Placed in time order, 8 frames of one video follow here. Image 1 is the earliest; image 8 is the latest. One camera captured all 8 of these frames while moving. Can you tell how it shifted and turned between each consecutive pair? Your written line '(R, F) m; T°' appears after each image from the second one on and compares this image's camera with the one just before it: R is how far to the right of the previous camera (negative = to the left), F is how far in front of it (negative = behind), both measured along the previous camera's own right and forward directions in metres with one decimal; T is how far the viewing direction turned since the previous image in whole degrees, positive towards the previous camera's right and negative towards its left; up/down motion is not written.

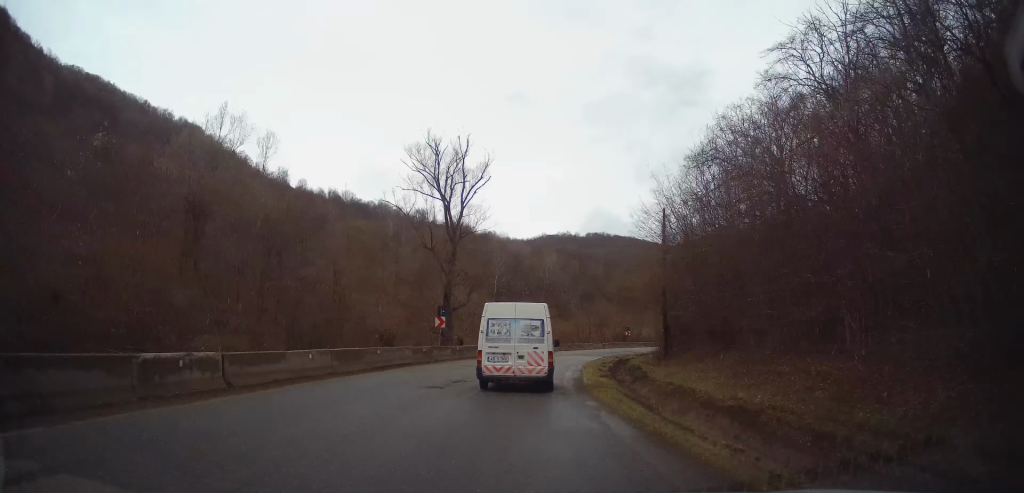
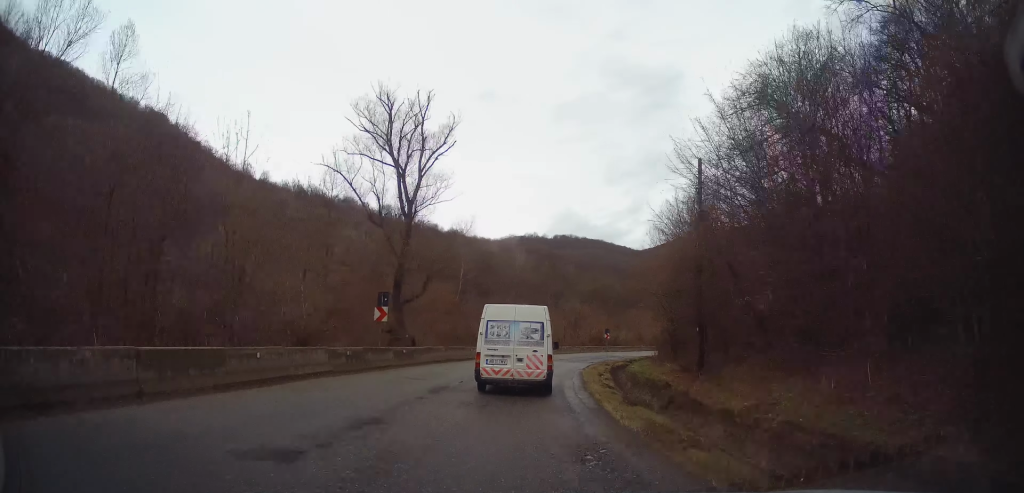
(0.0, +8.8) m; +2°
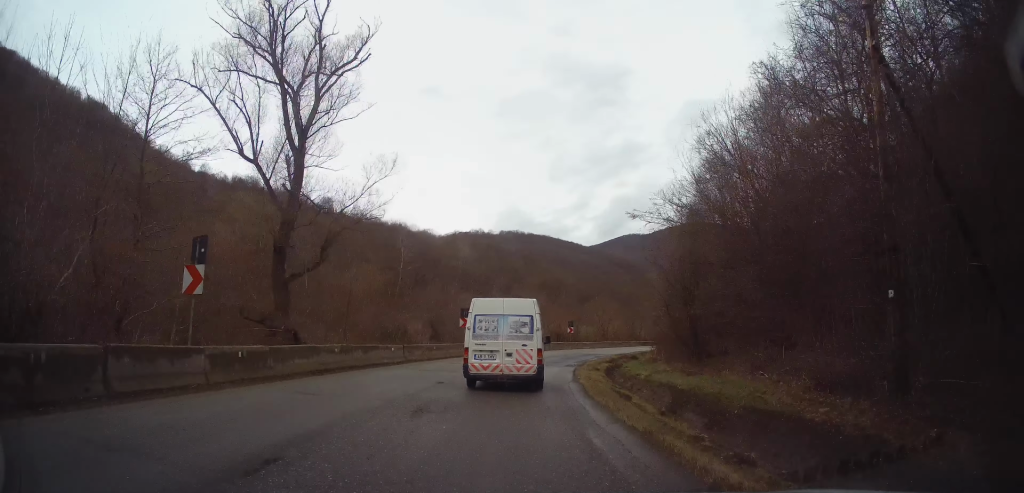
(+0.5, +12.1) m; +3°
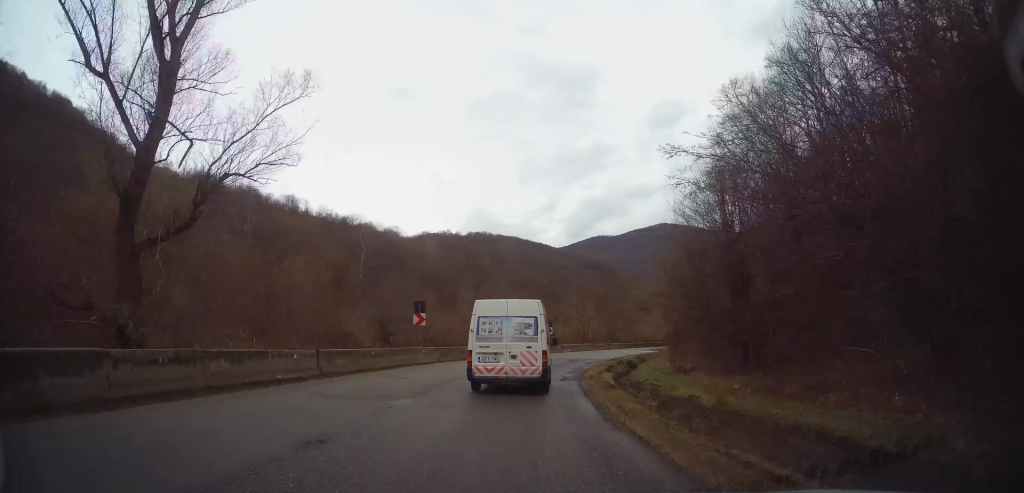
(+0.1, +8.6) m; +5°
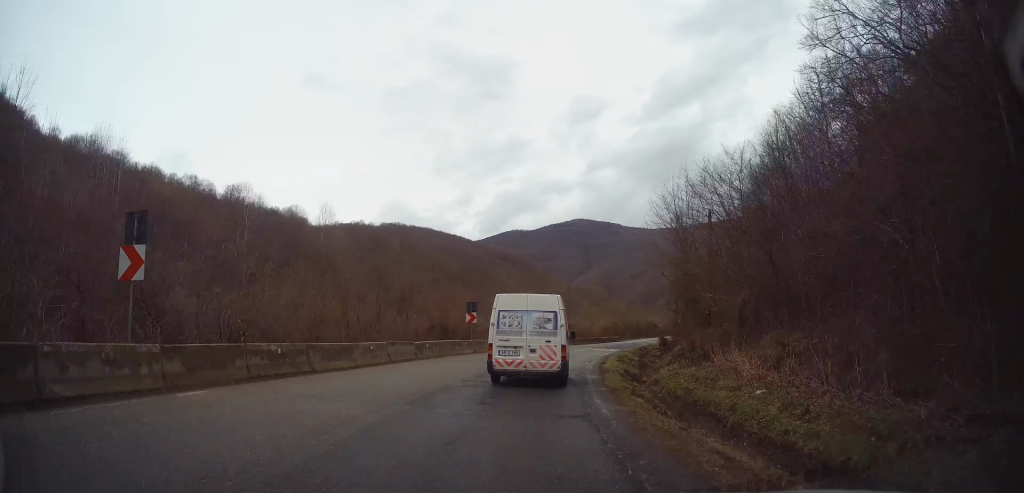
(+1.9, +18.6) m; +11°
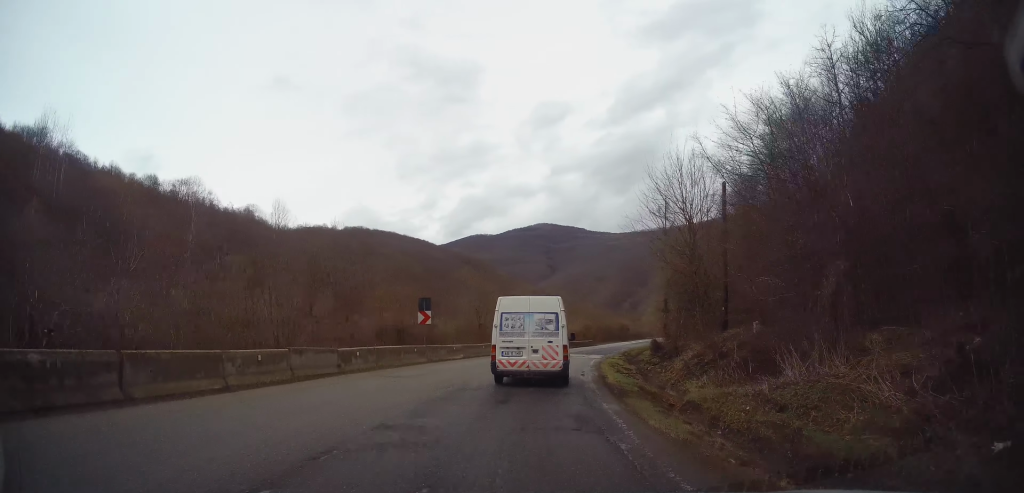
(-0.2, +6.9) m; +4°
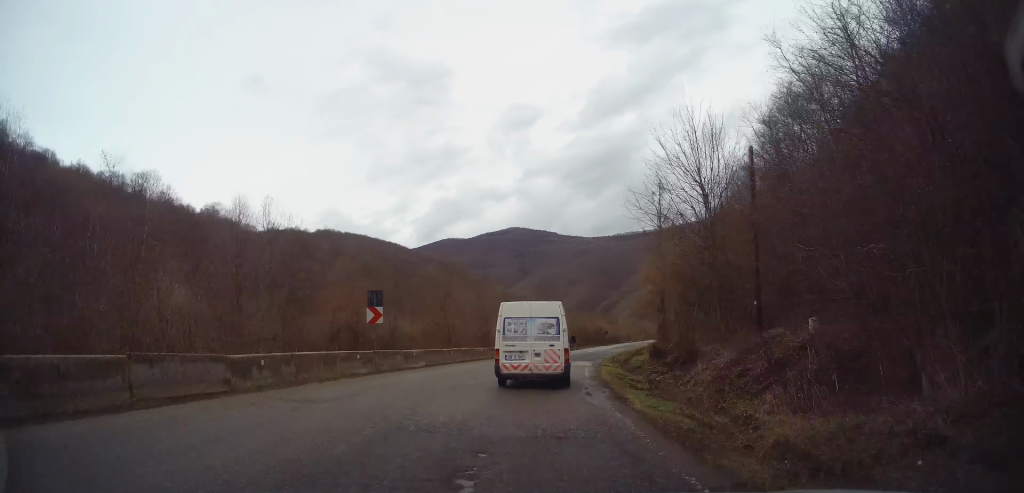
(+0.6, +5.9) m; +4°
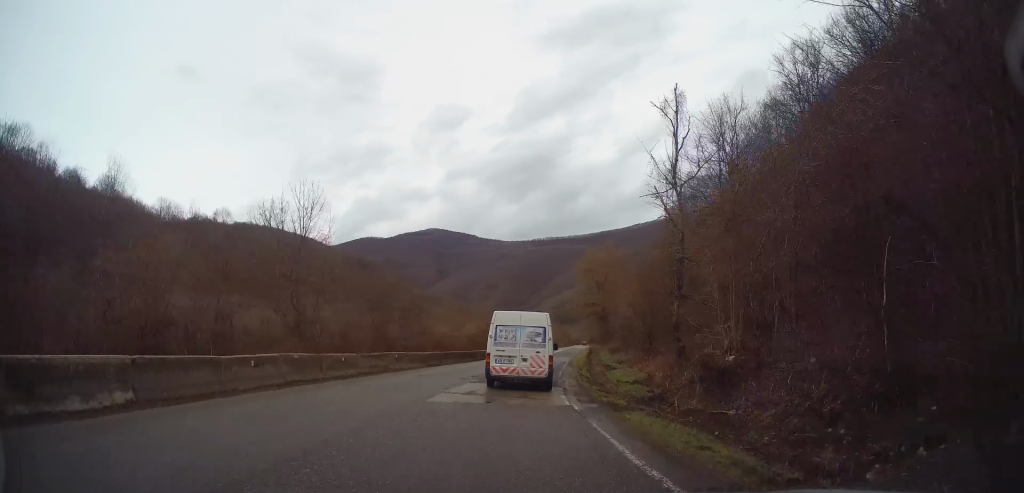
(+1.1, +17.6) m; +6°
